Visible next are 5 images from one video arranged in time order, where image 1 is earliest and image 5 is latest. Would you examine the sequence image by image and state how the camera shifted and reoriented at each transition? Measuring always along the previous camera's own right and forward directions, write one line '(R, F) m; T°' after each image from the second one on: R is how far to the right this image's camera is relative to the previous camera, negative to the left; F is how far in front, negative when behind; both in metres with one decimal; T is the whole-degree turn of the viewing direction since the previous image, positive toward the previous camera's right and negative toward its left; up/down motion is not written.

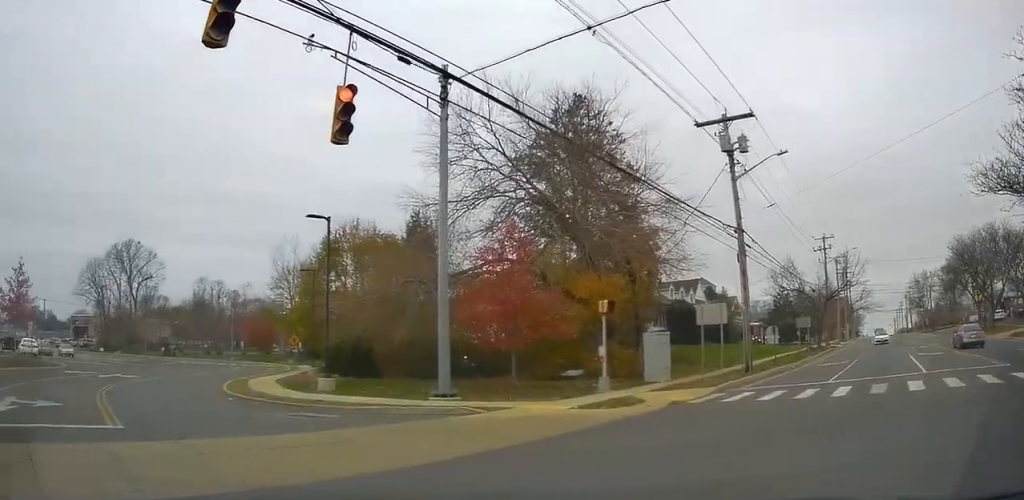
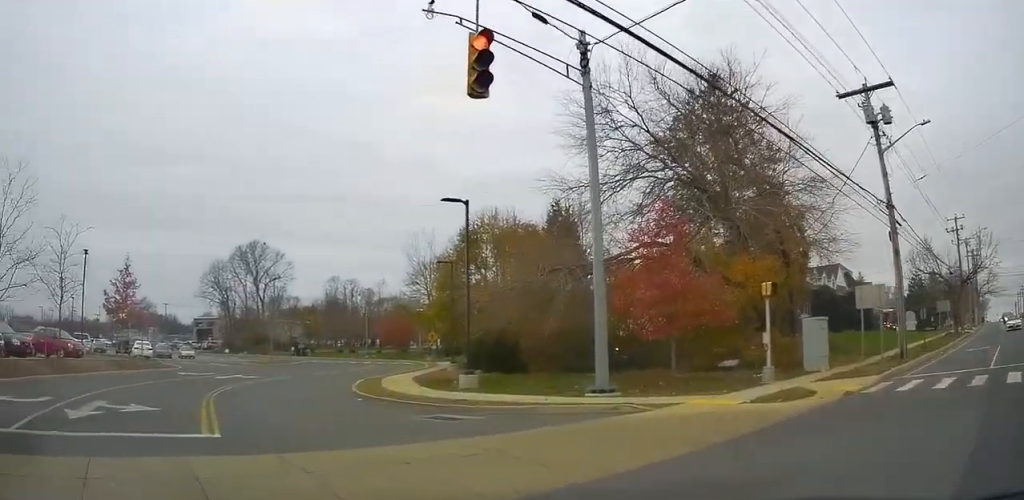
(-0.4, +1.5) m; -13°
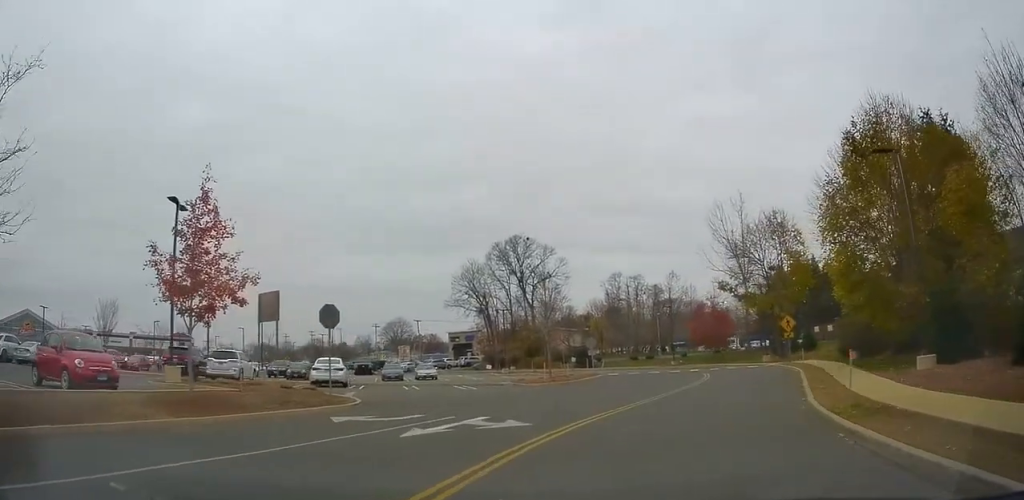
(-7.0, +15.8) m; -19°
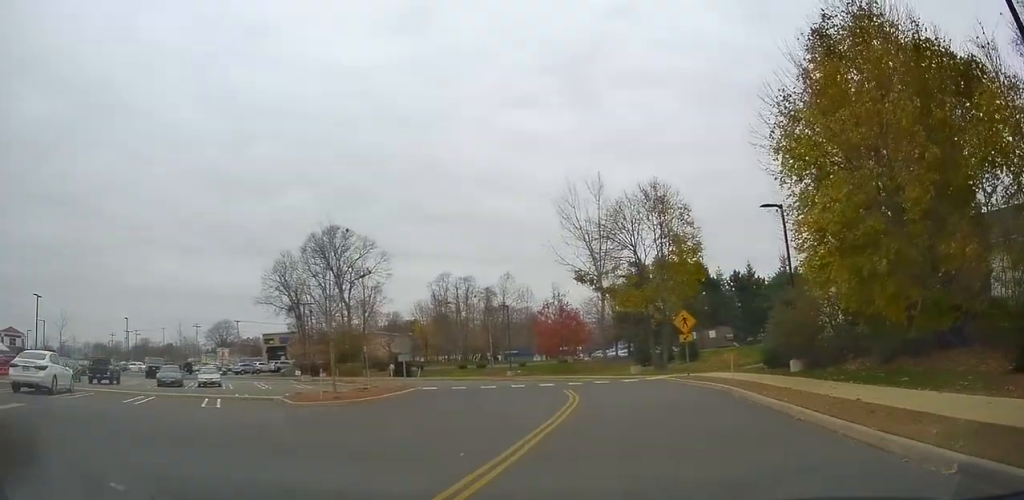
(+0.9, +10.6) m; +5°
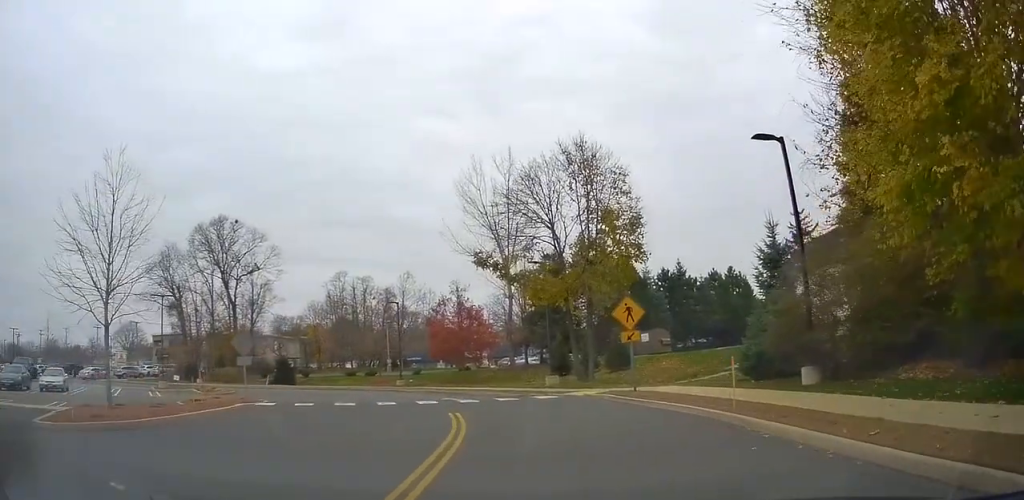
(+0.5, +7.9) m; +9°
